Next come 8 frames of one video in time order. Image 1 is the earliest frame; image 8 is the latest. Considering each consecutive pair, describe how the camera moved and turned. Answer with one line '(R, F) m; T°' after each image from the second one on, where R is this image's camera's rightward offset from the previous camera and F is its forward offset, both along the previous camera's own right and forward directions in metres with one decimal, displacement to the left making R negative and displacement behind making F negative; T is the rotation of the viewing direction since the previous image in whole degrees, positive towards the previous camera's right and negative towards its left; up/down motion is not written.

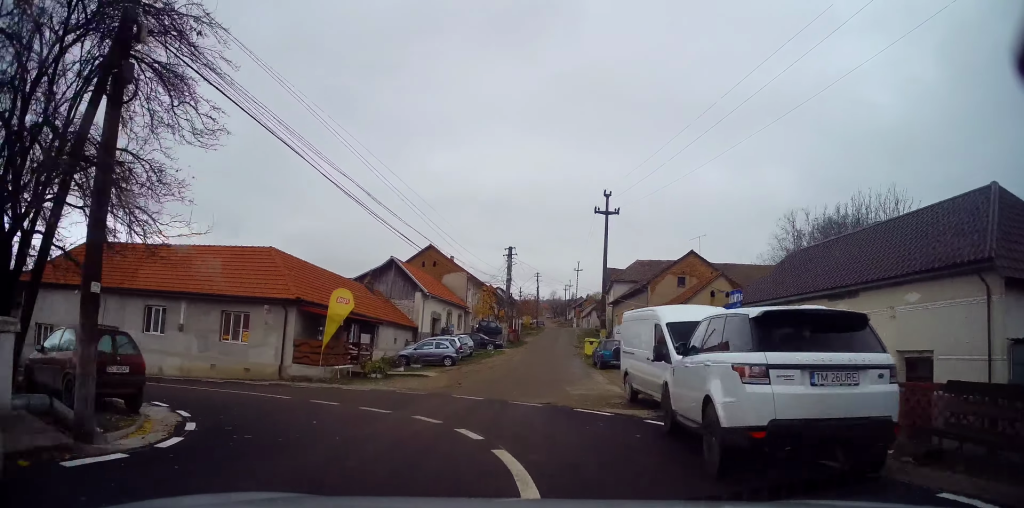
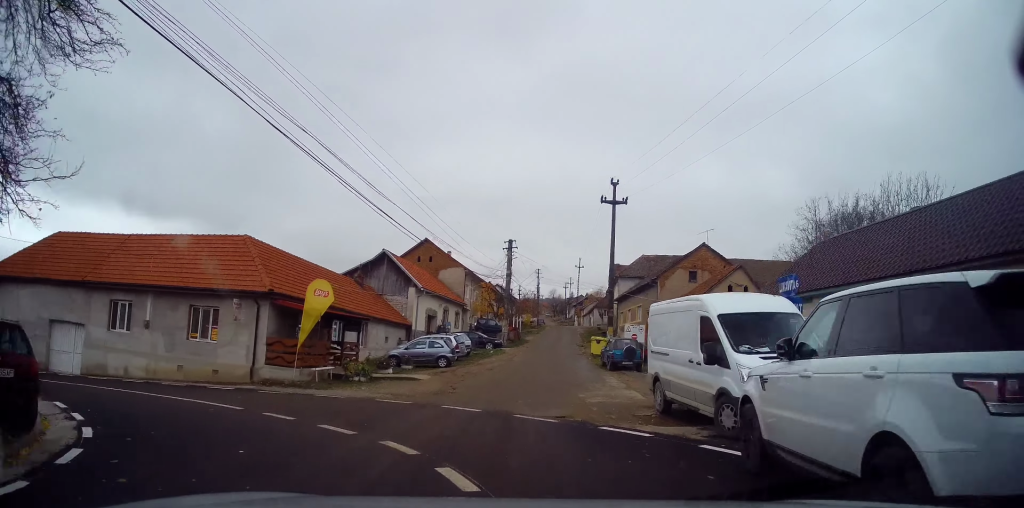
(+0.2, +2.8) m; -1°
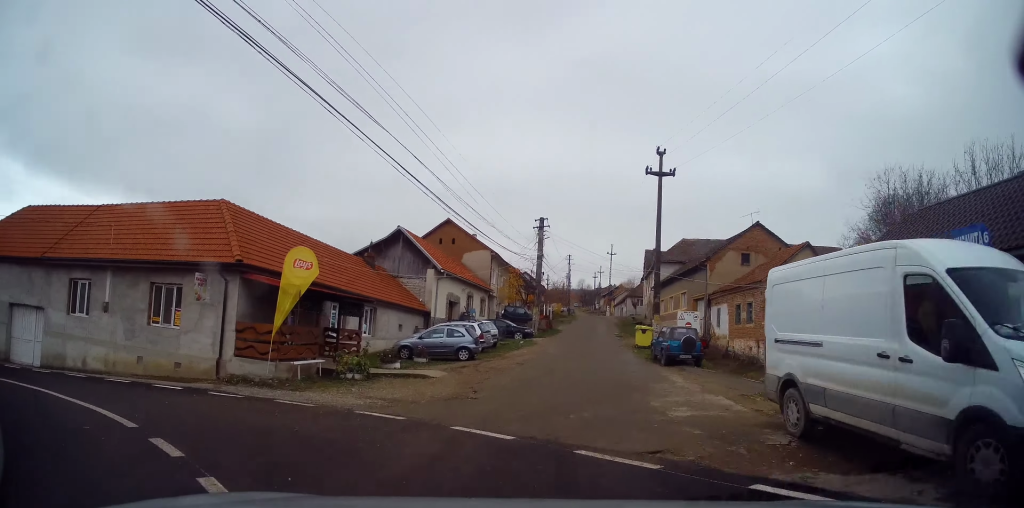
(+0.1, +4.9) m; -8°
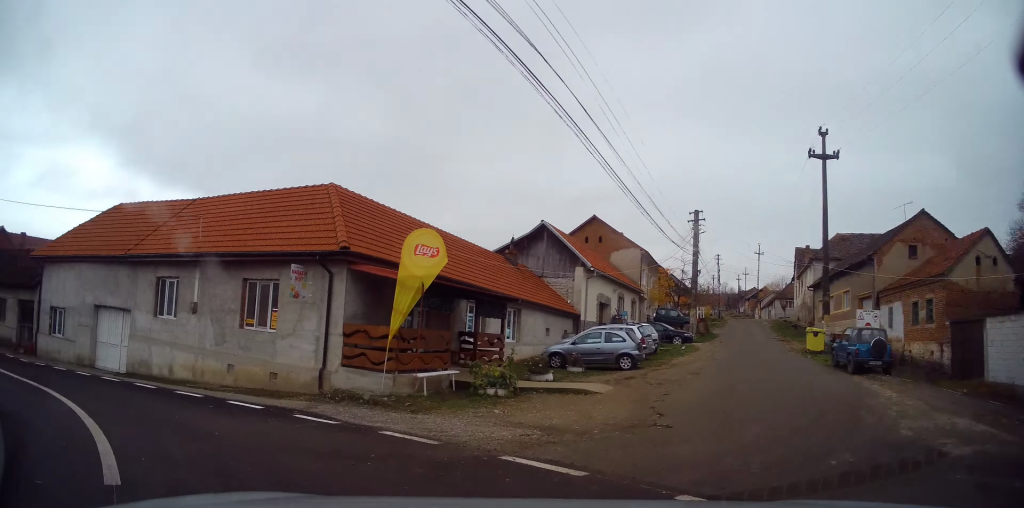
(-0.1, +4.1) m; -17°
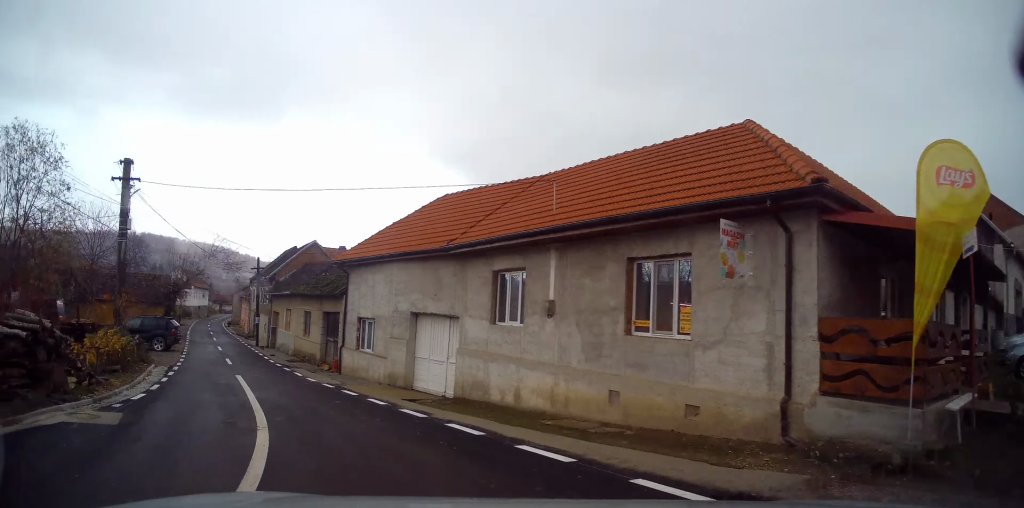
(-2.0, +6.1) m; -37°
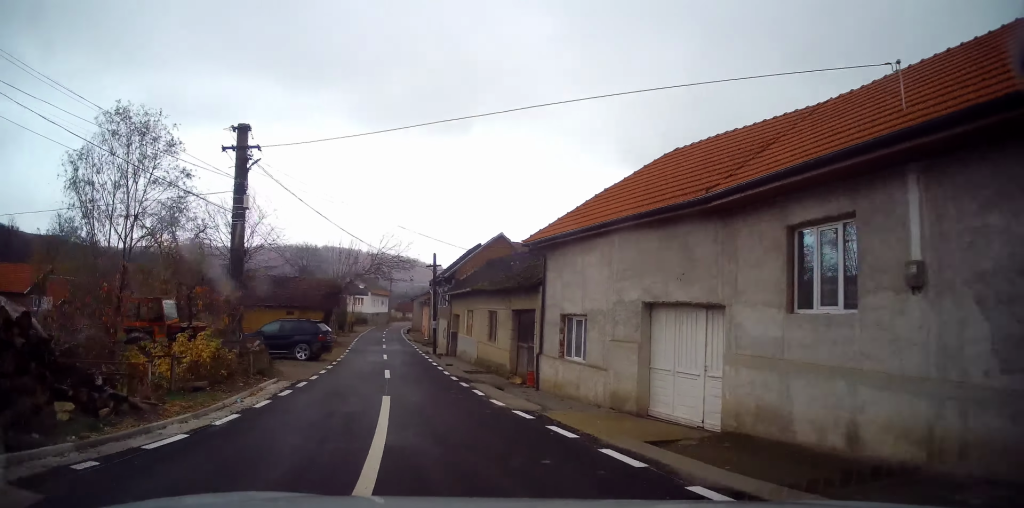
(-1.5, +6.1) m; -14°
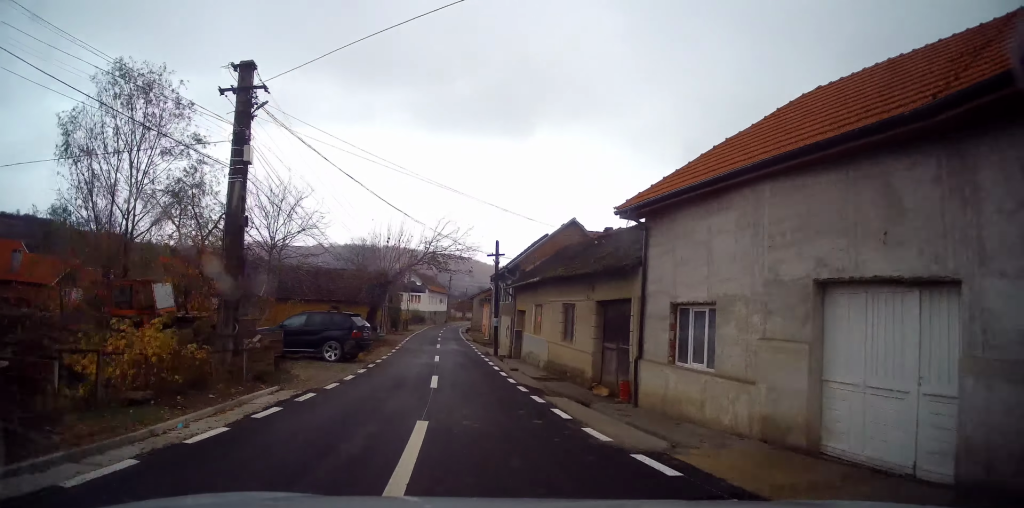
(-0.2, +4.7) m; -4°
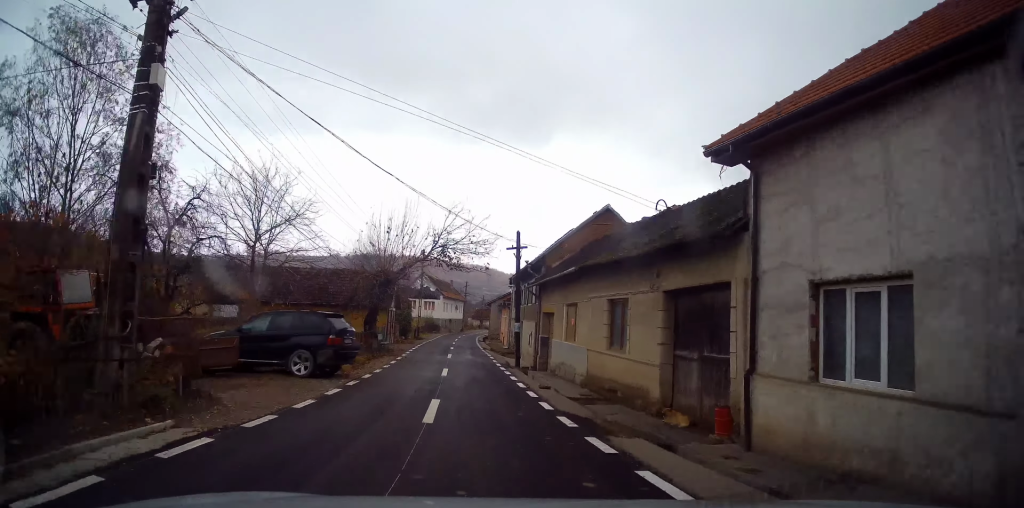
(+0.1, +4.6) m; -3°
